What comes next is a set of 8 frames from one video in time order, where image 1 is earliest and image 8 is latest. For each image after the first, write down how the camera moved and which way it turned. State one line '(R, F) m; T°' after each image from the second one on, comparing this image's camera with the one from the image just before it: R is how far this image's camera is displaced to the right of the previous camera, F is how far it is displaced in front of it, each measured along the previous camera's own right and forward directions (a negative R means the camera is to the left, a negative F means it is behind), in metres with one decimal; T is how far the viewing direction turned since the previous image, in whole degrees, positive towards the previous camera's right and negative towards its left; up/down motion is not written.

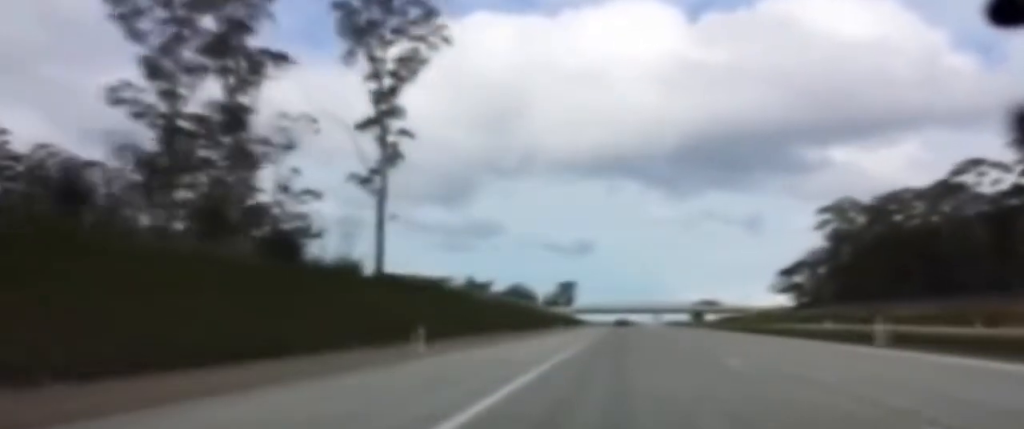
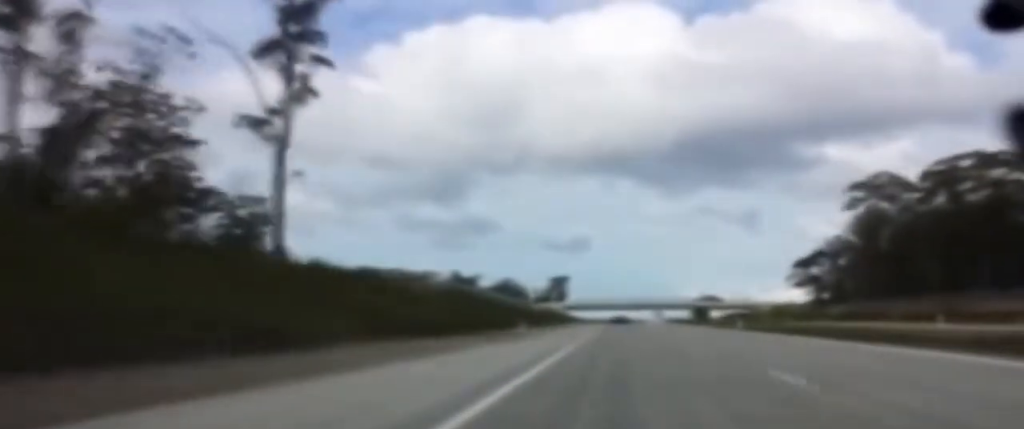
(0.0, +29.7) m; 0°
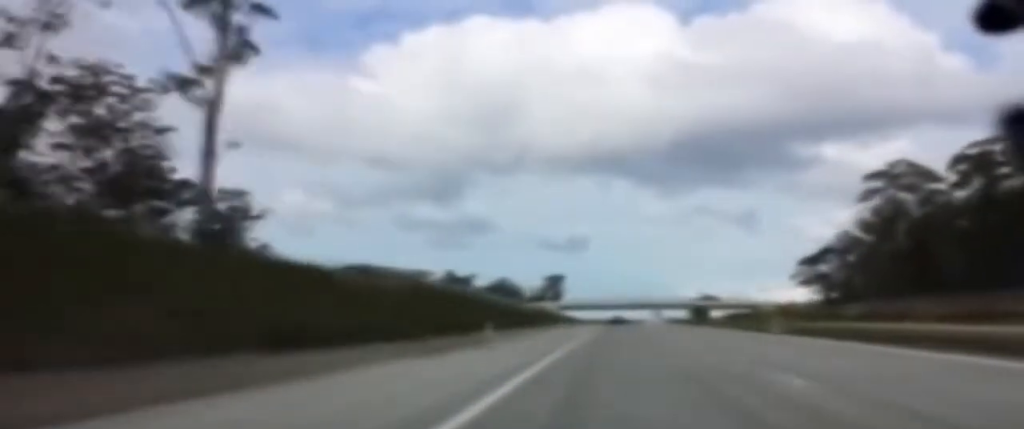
(0.0, +12.9) m; 0°
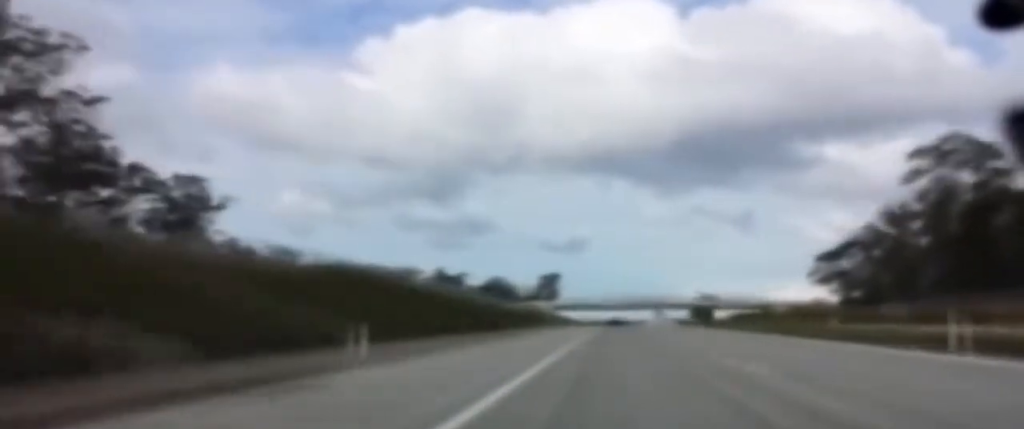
(-0.1, +21.8) m; 0°
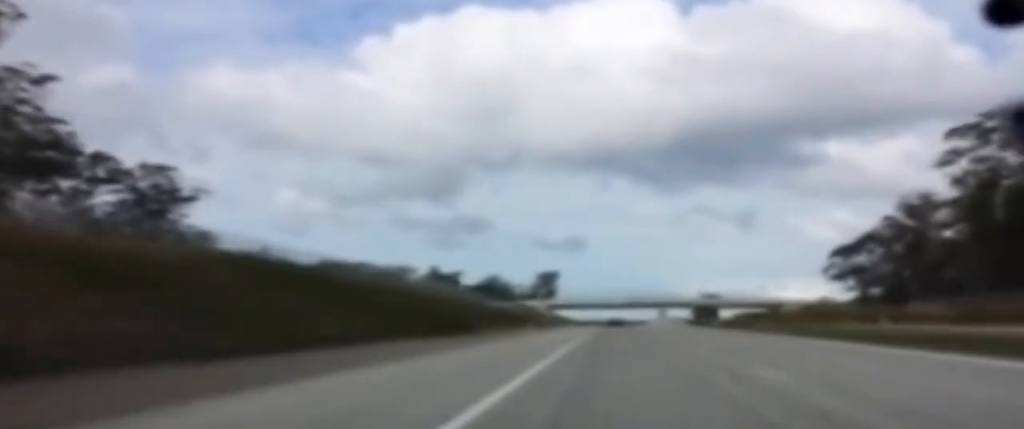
(0.0, +13.9) m; 0°
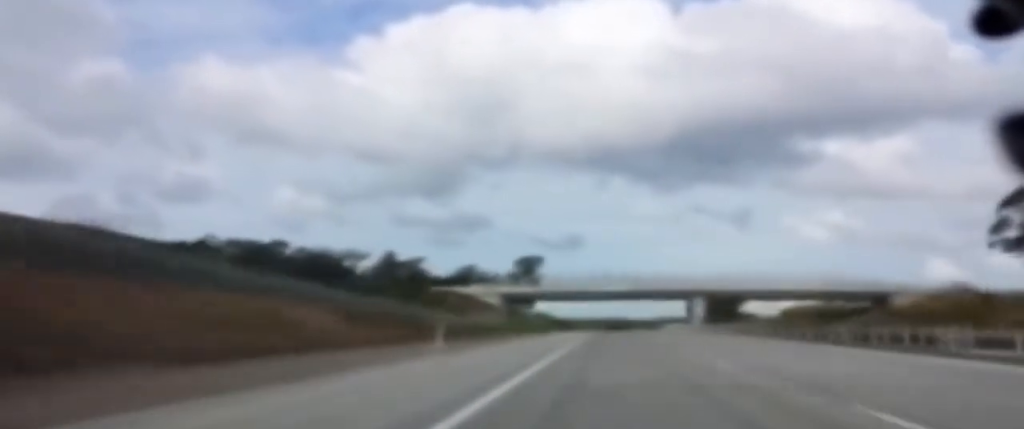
(-0.9, +95.1) m; -1°
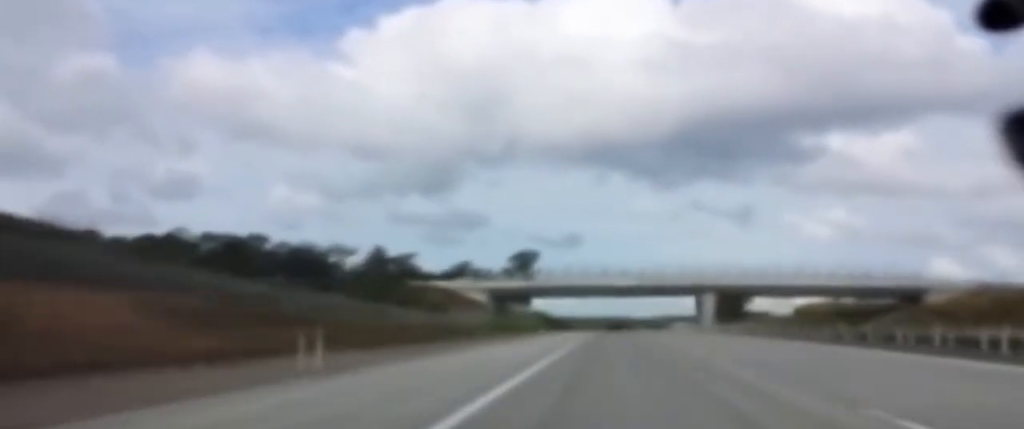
(0.0, +13.2) m; 0°
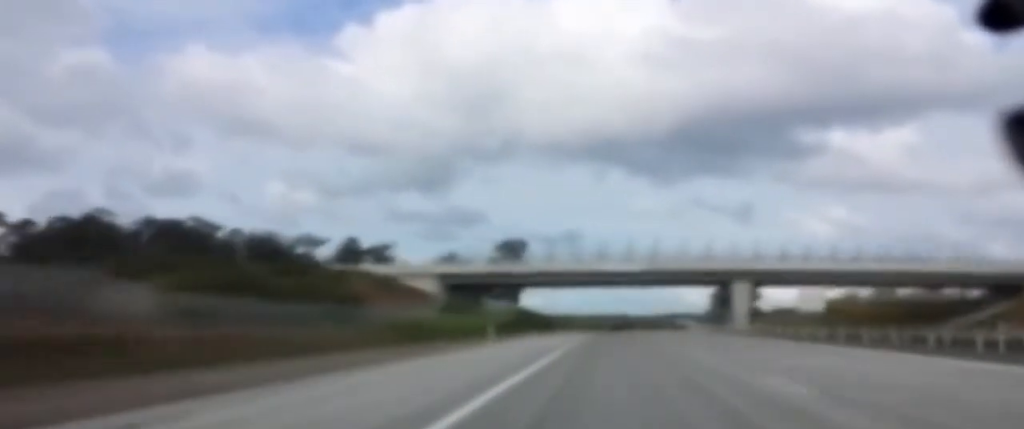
(0.0, +32.7) m; 0°
